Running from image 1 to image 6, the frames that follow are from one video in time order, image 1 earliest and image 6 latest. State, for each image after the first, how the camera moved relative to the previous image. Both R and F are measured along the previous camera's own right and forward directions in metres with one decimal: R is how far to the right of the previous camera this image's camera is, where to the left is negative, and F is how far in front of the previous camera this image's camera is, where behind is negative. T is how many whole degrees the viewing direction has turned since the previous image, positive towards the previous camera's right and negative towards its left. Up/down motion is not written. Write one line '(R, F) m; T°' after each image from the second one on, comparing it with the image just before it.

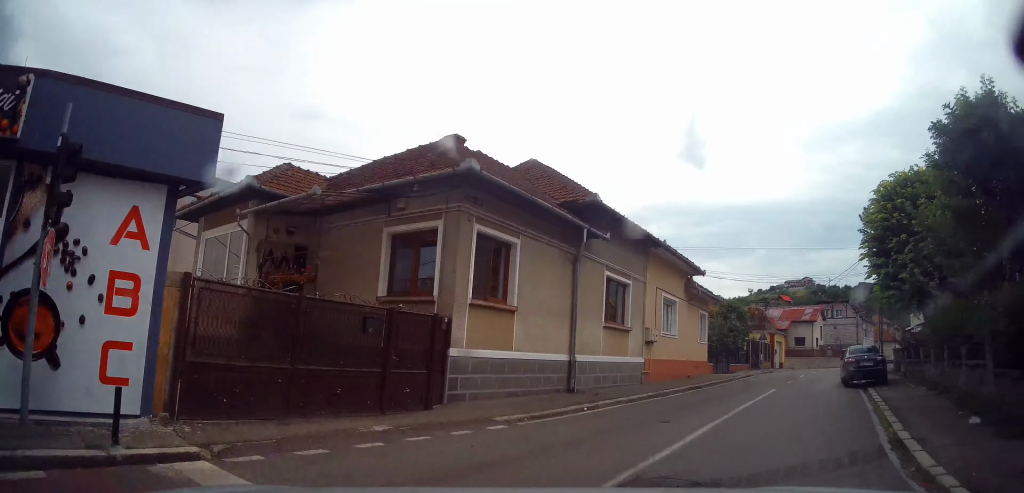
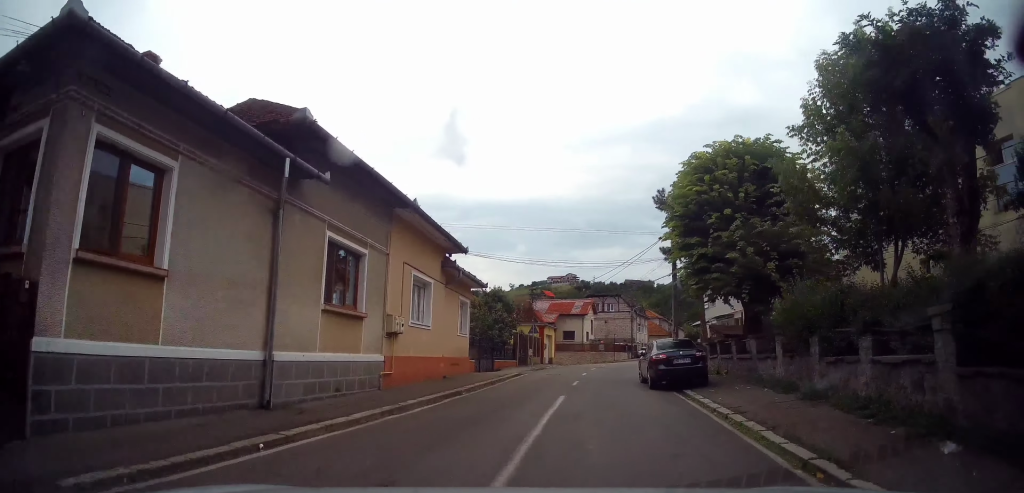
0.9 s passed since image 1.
(+0.3, +5.0) m; +7°
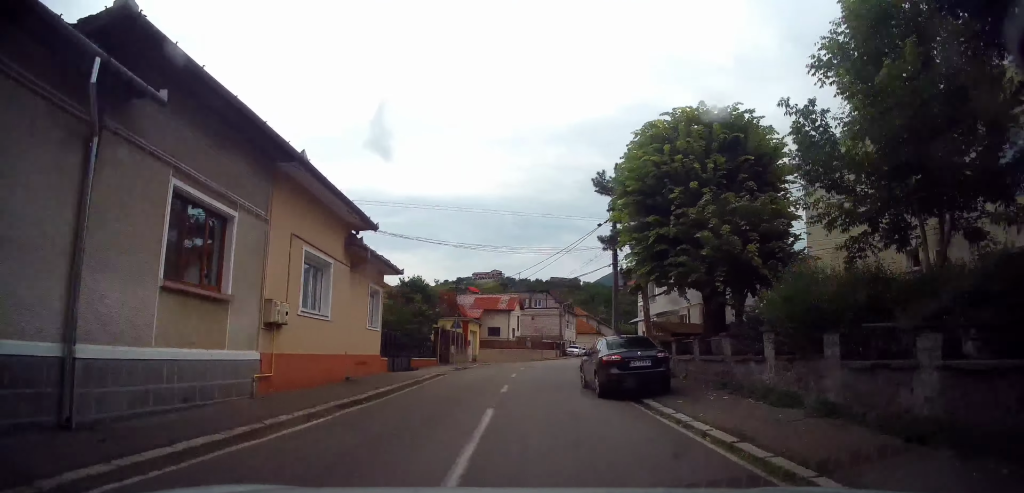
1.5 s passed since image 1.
(-0.5, +3.8) m; +19°
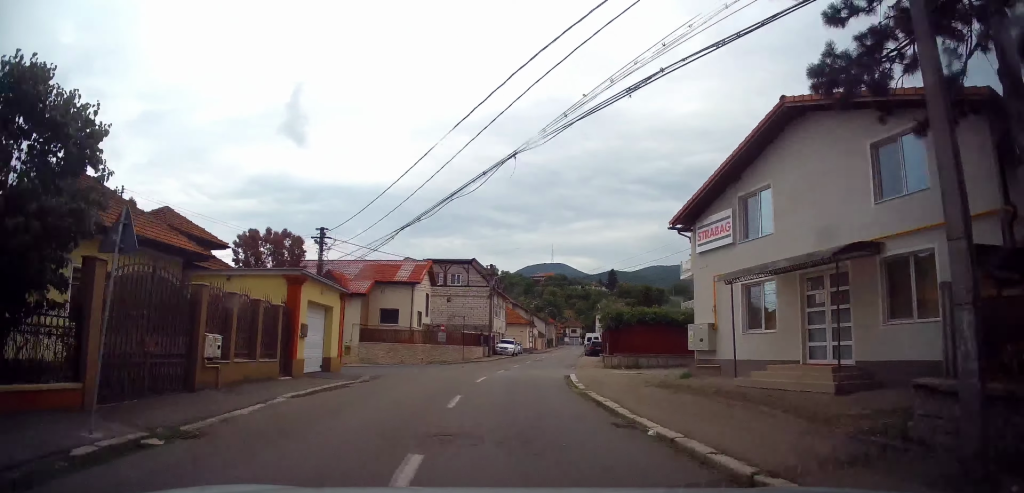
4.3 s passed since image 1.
(+13.9, +21.4) m; +34°
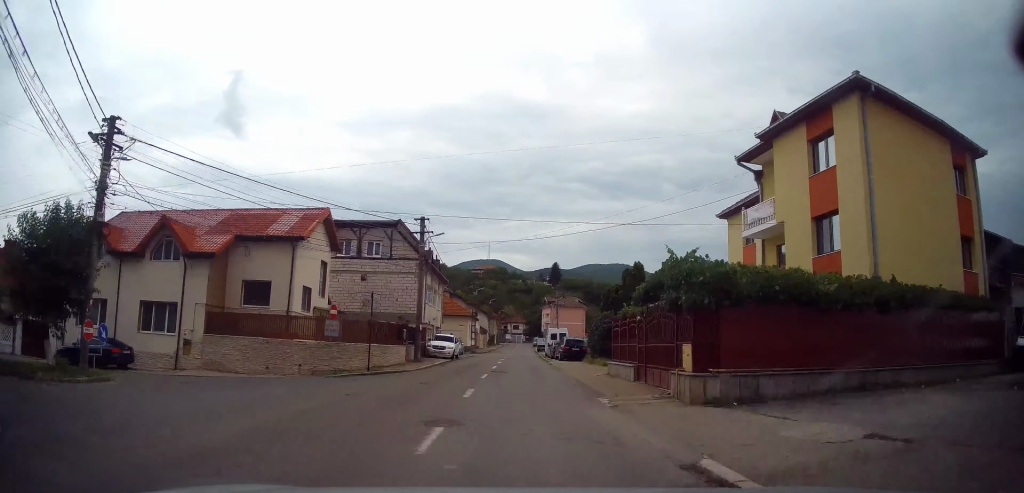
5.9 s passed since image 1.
(-0.9, +17.4) m; -1°
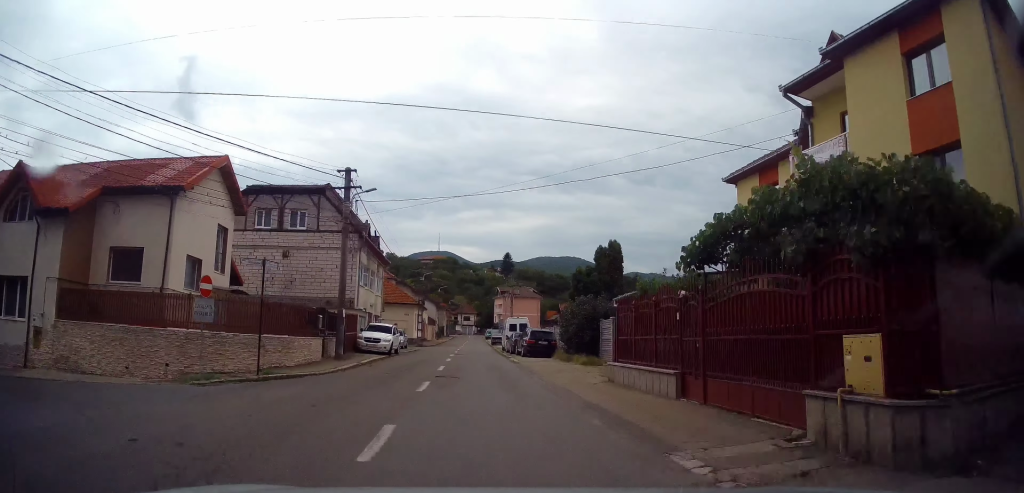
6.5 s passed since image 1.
(+0.4, +7.2) m; +2°
